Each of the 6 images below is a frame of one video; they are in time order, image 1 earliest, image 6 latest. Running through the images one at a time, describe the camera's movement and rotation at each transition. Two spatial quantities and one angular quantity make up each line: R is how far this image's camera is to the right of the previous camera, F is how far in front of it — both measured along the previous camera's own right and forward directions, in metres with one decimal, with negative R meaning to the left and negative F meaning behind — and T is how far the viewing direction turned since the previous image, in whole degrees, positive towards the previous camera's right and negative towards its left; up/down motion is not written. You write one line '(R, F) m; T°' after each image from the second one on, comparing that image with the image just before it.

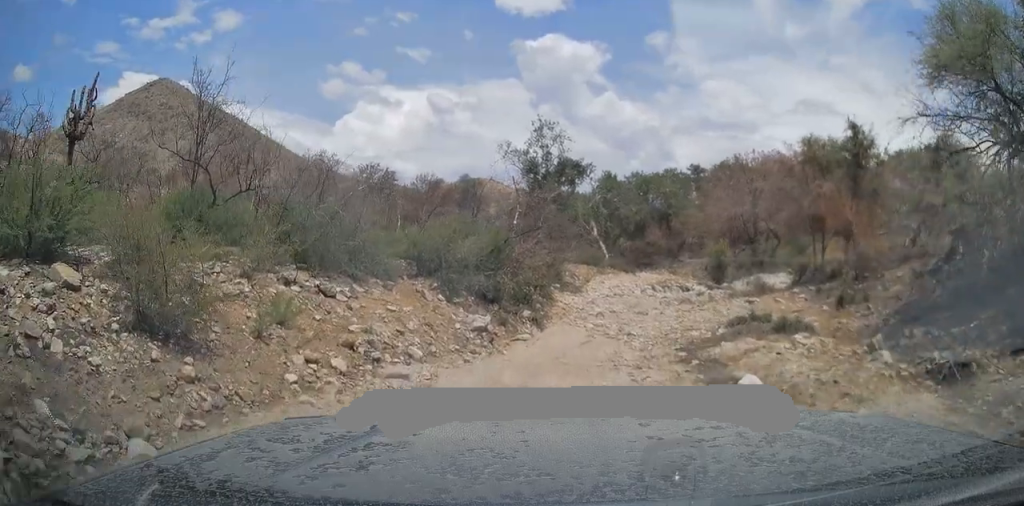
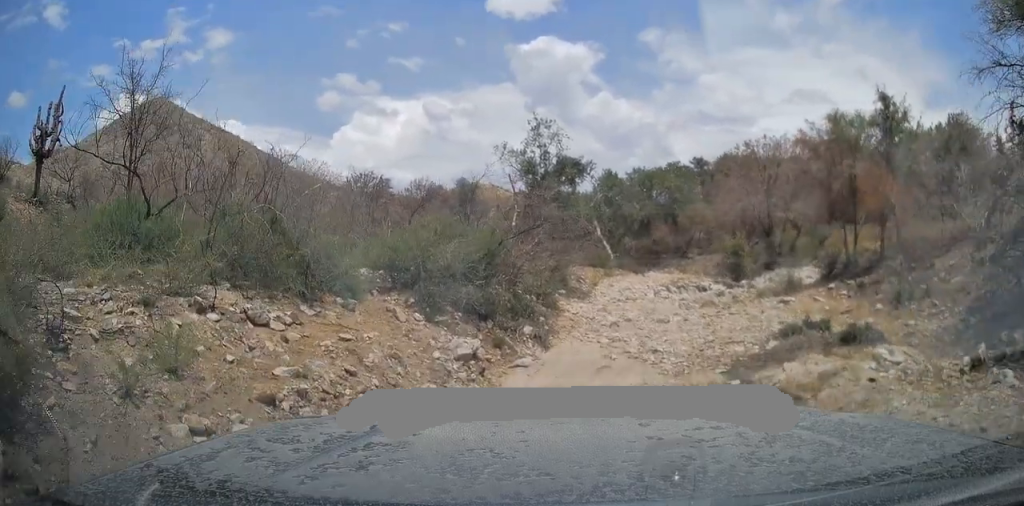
(+0.1, +3.1) m; +2°
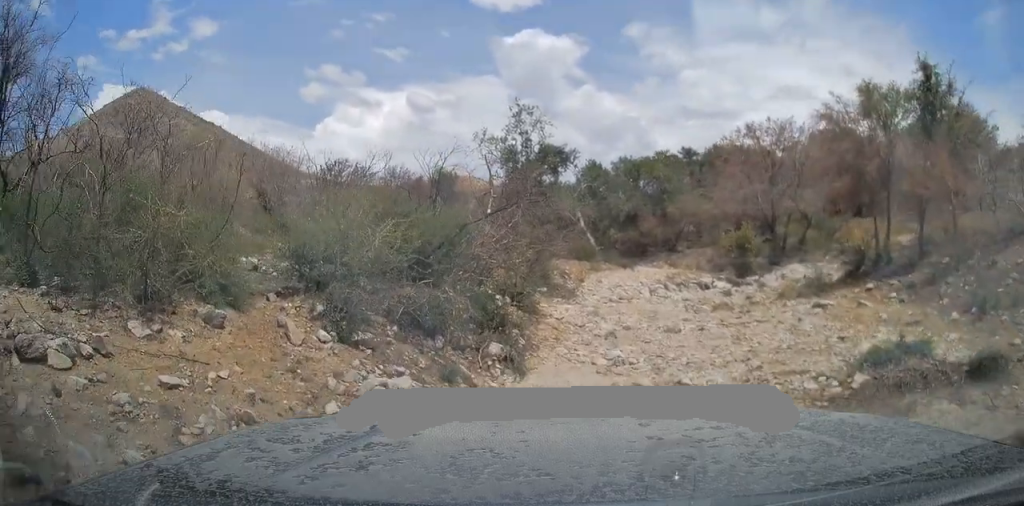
(0.0, +4.6) m; +2°
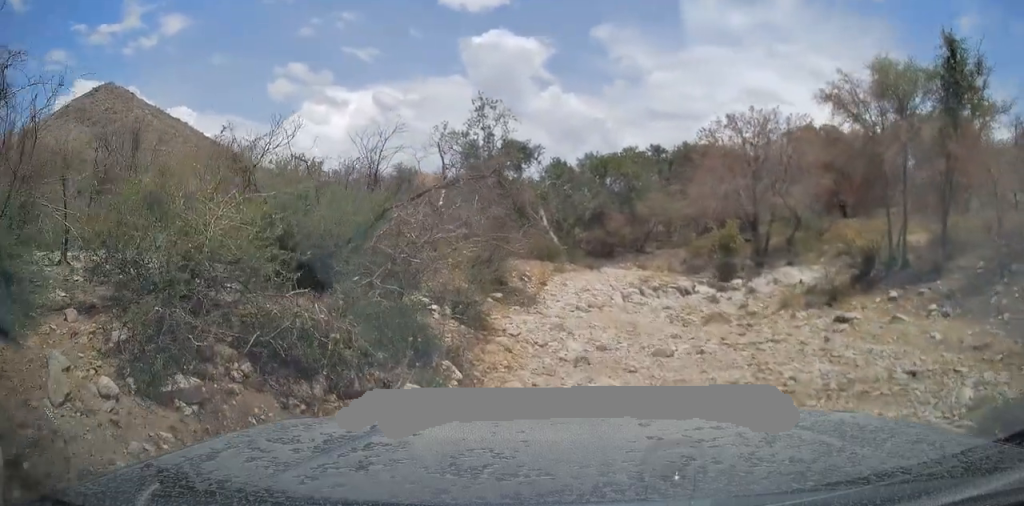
(+0.1, +3.4) m; +5°
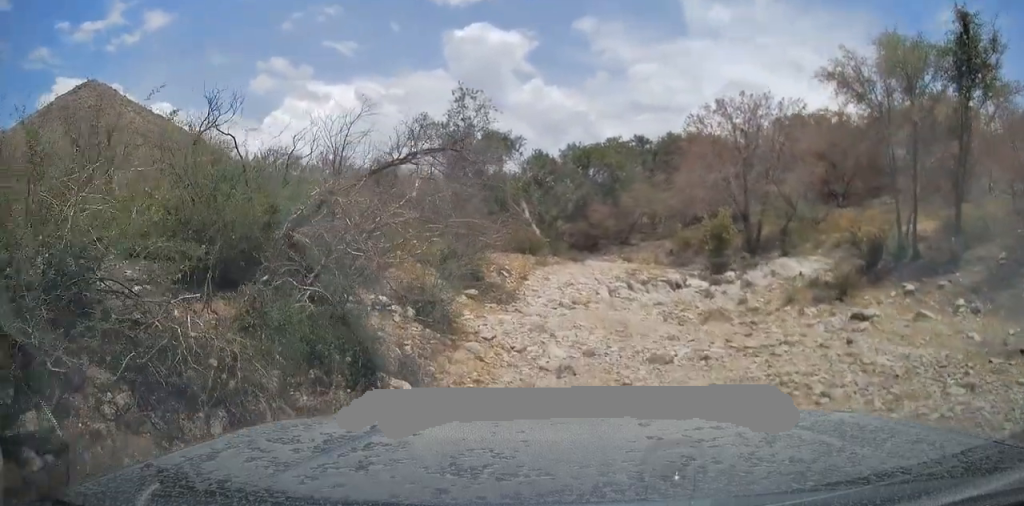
(0.0, +1.3) m; +2°
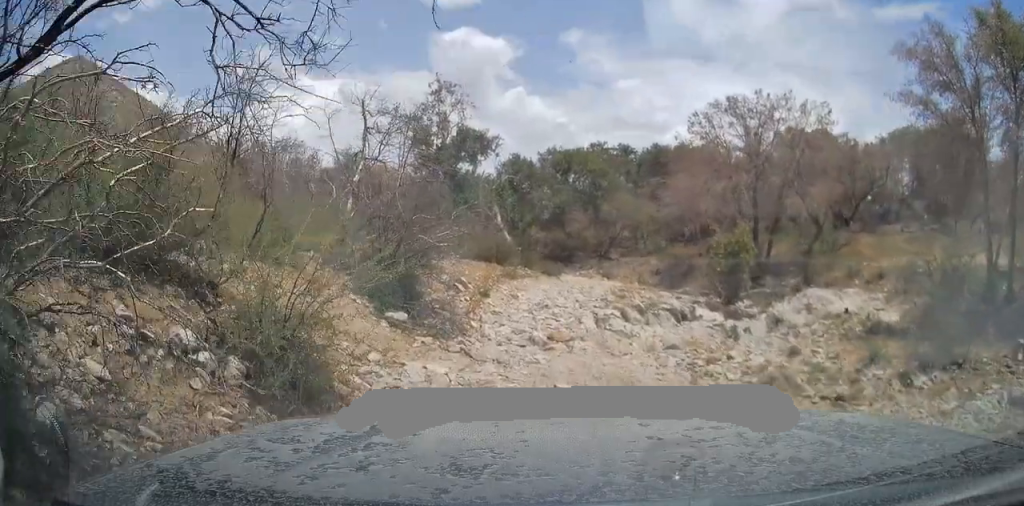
(+0.2, +4.3) m; -2°
